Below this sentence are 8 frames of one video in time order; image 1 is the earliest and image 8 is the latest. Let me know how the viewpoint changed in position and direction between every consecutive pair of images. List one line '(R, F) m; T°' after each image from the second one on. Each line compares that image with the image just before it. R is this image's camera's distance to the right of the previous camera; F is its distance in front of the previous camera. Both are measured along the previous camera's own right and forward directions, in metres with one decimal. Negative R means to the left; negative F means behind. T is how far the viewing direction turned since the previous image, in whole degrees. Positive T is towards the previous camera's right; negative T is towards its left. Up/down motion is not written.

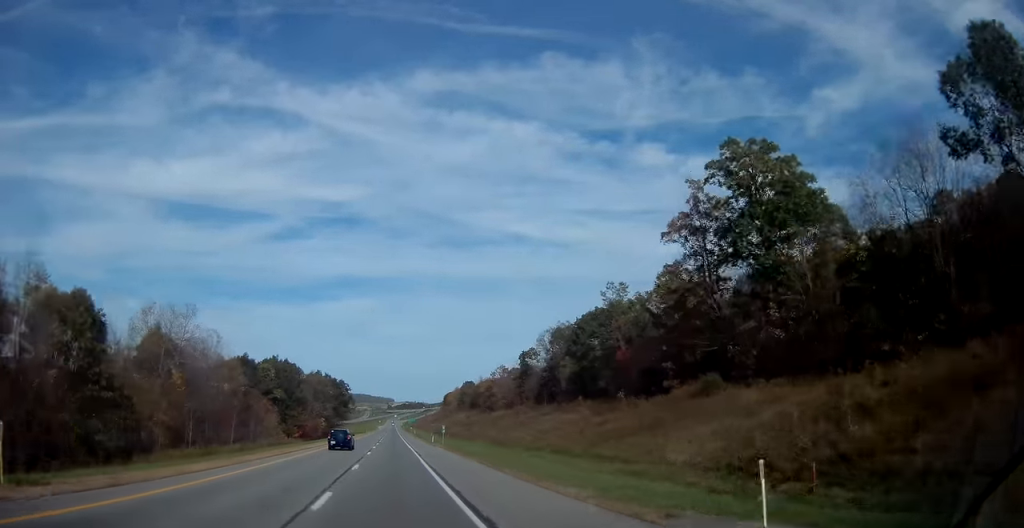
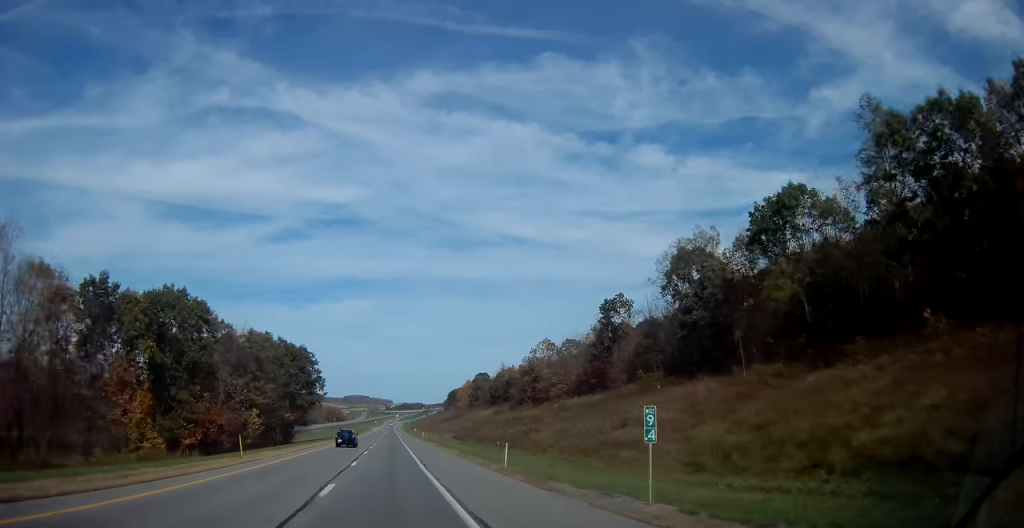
(-0.4, +59.0) m; 0°
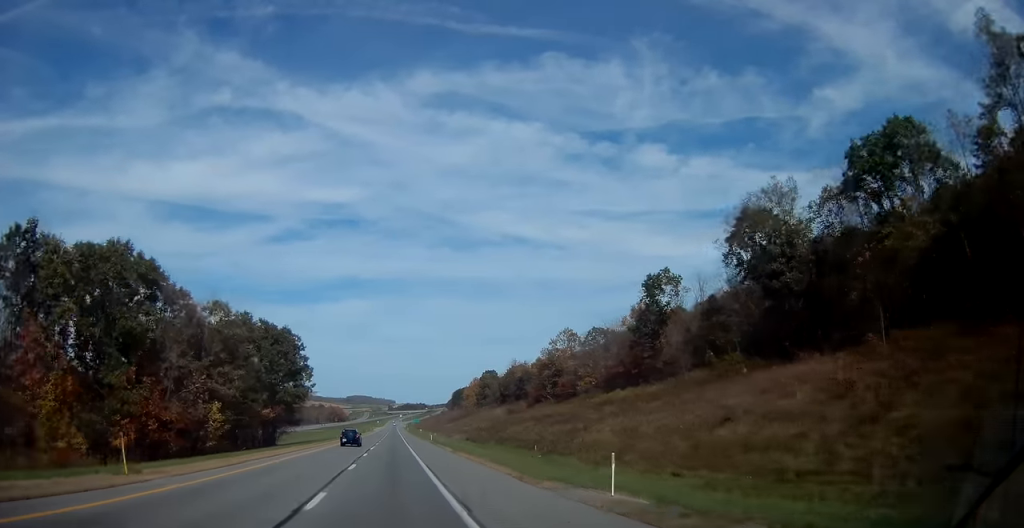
(+0.1, +15.0) m; 0°
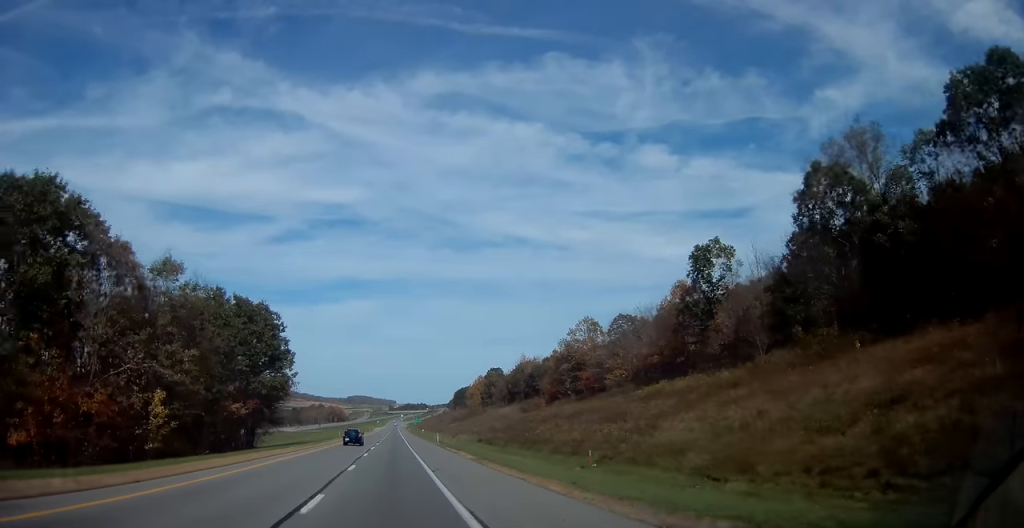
(+0.1, +12.9) m; 0°
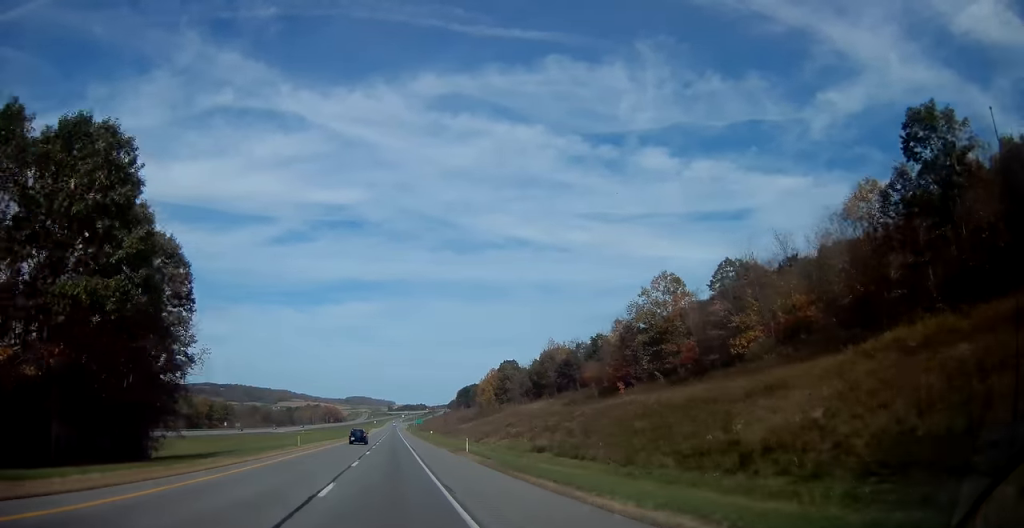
(0.0, +34.3) m; 0°
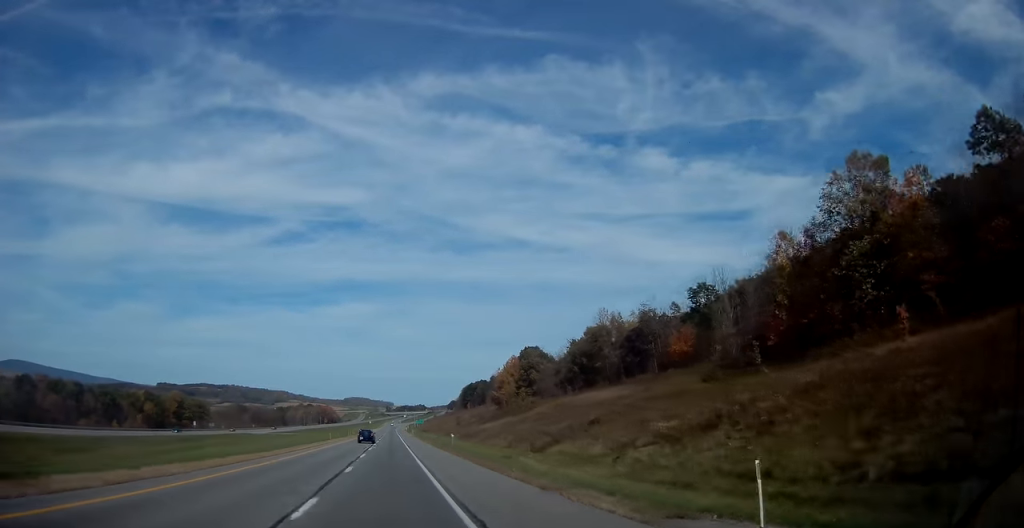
(-0.1, +40.6) m; 0°
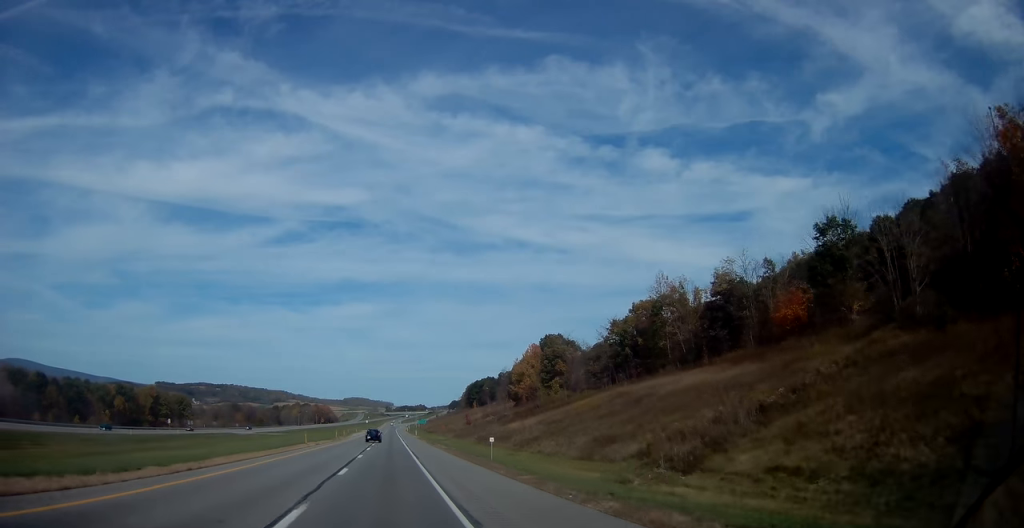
(+0.1, +26.7) m; 0°
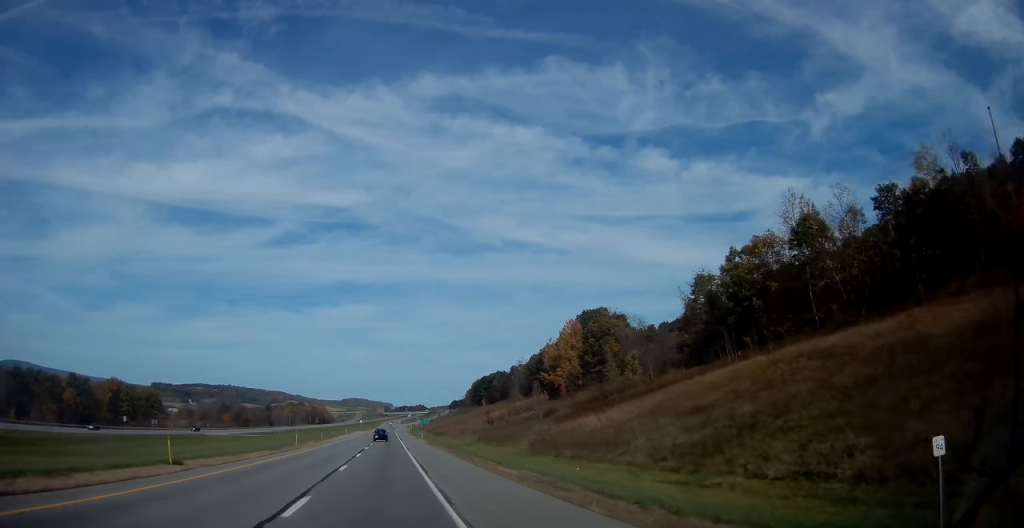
(-0.1, +35.2) m; 0°
